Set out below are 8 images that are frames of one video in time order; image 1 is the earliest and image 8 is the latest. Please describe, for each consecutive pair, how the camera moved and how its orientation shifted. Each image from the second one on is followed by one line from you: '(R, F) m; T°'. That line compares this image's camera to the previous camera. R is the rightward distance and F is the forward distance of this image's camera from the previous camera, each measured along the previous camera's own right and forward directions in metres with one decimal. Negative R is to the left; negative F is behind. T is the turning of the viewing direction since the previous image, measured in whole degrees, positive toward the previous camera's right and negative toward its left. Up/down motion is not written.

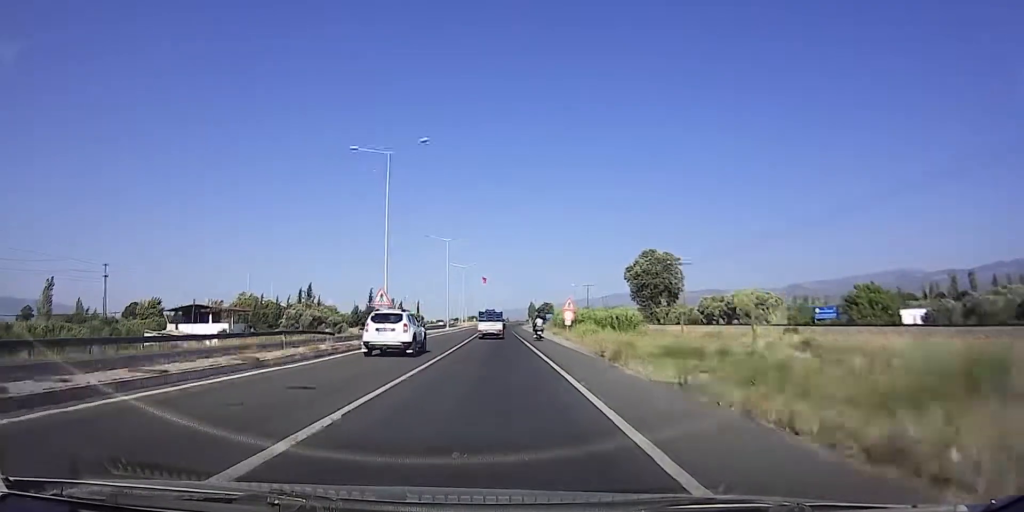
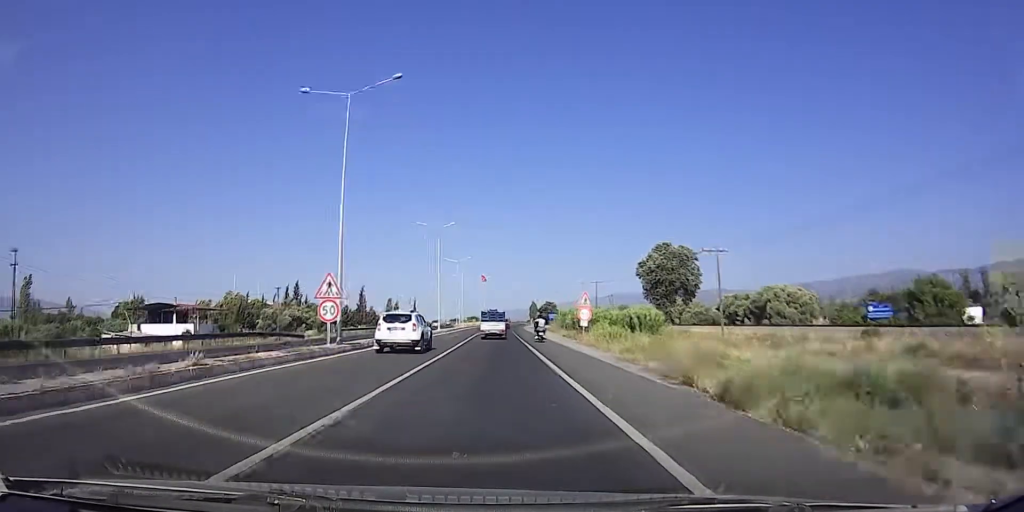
(0.0, +9.7) m; +1°
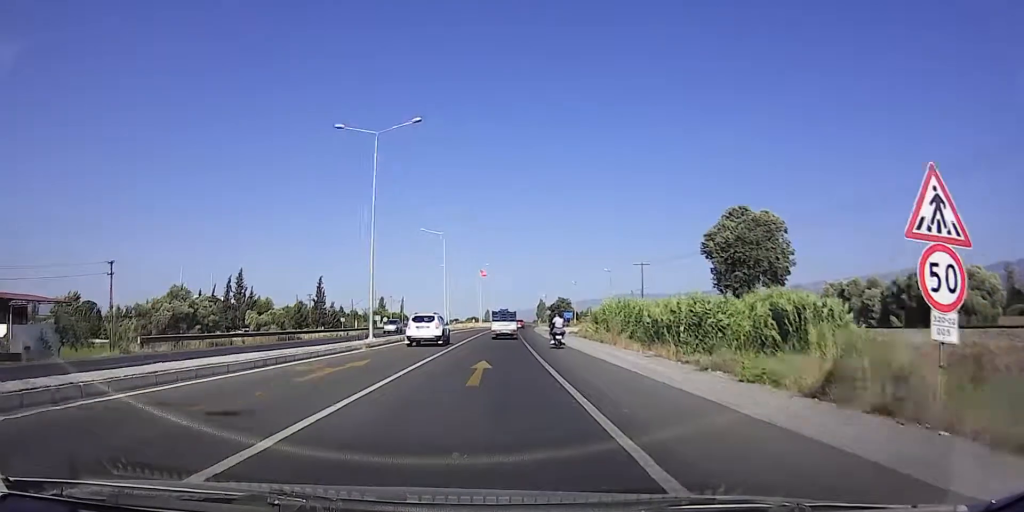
(+0.6, +32.4) m; +2°
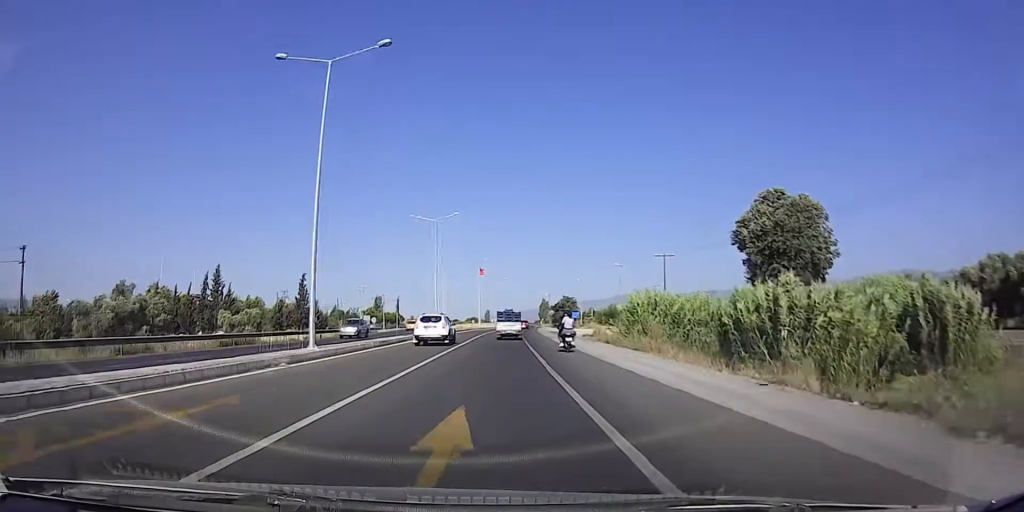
(0.0, +9.4) m; 0°
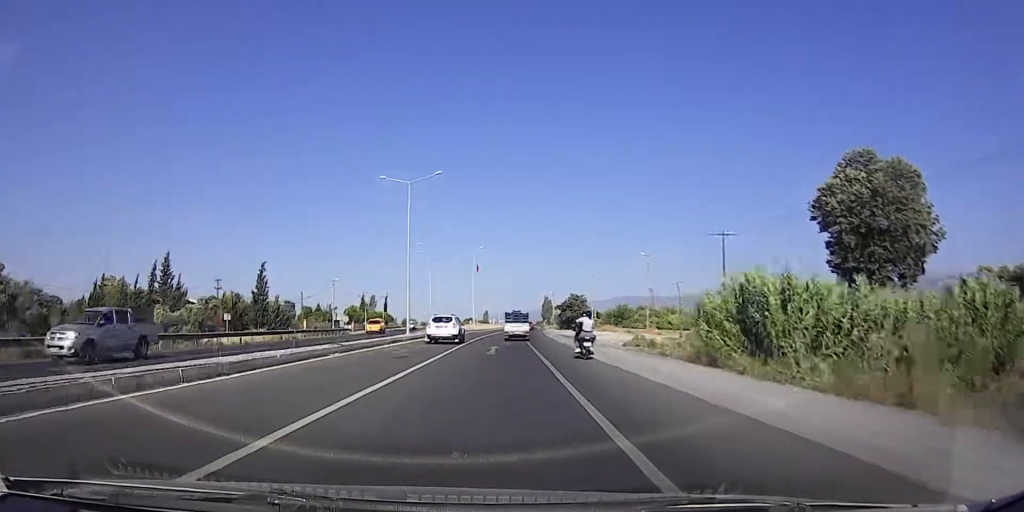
(0.0, +16.6) m; 0°
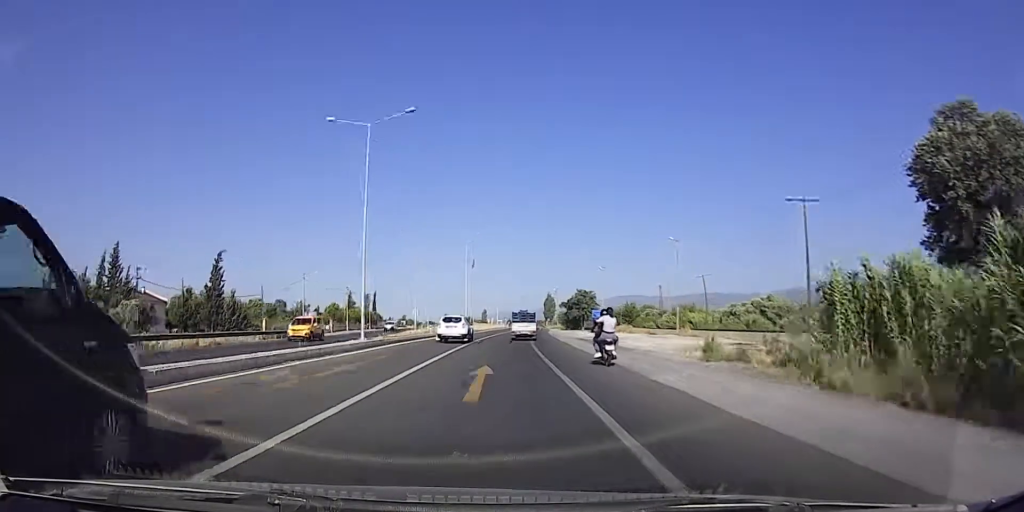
(0.0, +12.8) m; 0°
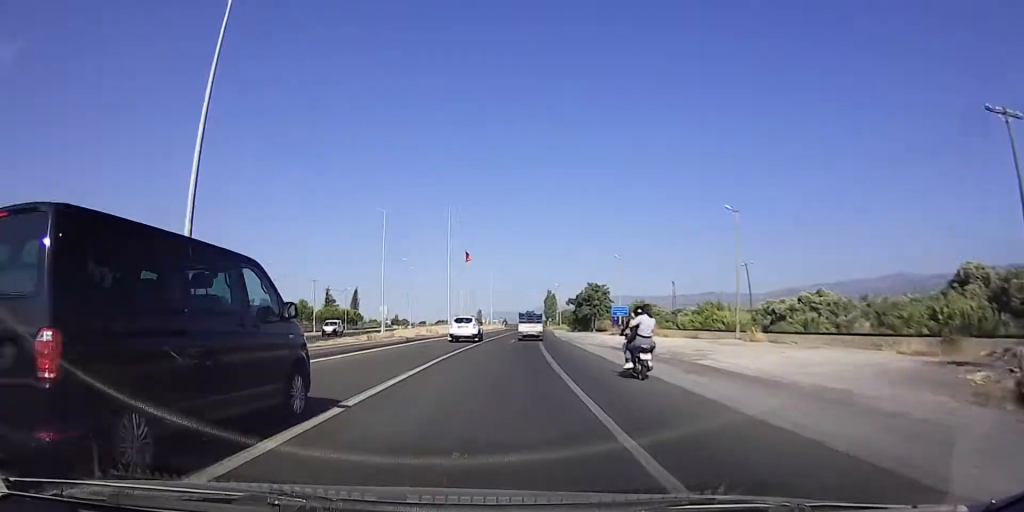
(0.0, +16.2) m; 0°
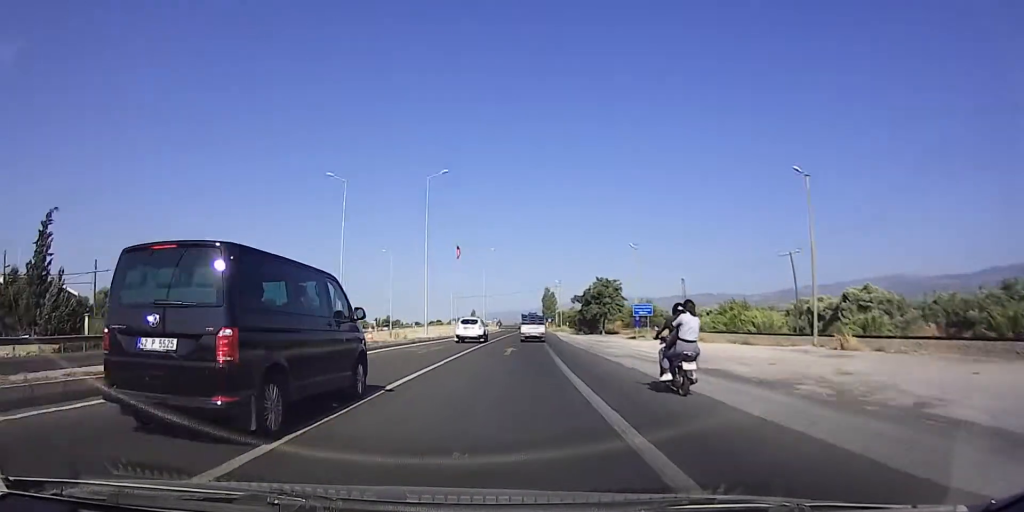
(0.0, +12.0) m; 0°
